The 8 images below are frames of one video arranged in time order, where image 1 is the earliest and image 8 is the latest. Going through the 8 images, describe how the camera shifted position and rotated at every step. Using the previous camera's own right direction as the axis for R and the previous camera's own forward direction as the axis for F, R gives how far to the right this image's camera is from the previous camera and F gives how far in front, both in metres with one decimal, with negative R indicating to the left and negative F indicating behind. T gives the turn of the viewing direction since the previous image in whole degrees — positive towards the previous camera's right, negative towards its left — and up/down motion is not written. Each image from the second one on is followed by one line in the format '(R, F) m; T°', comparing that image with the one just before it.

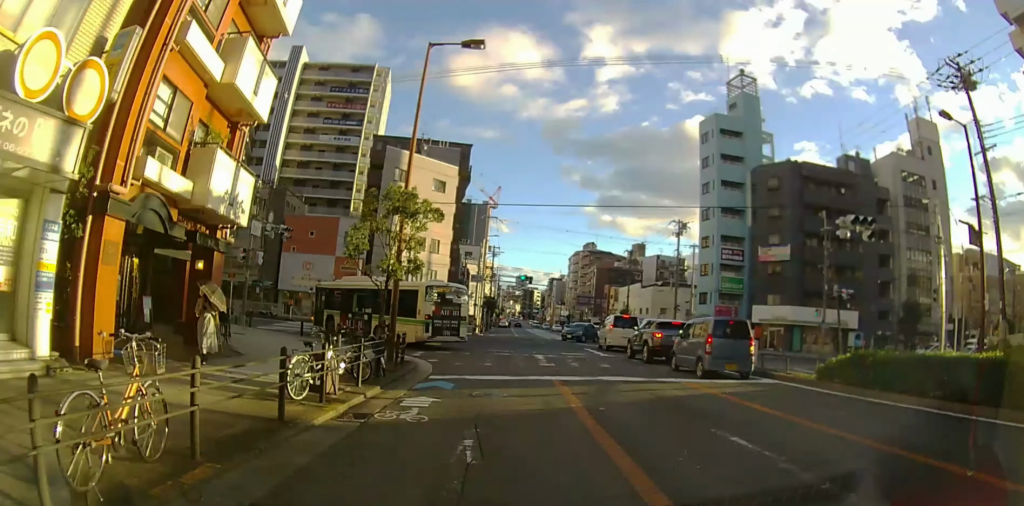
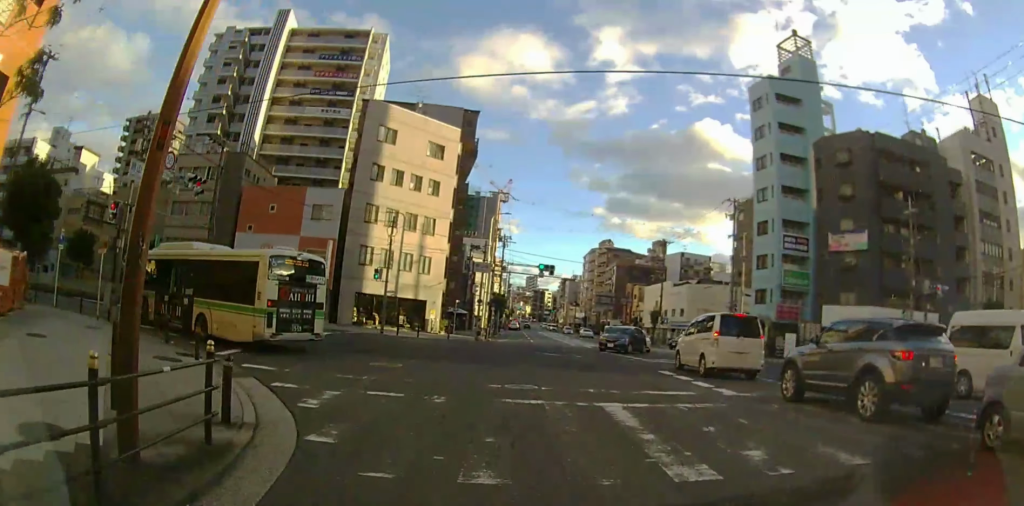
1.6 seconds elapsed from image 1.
(+0.1, +12.6) m; -2°
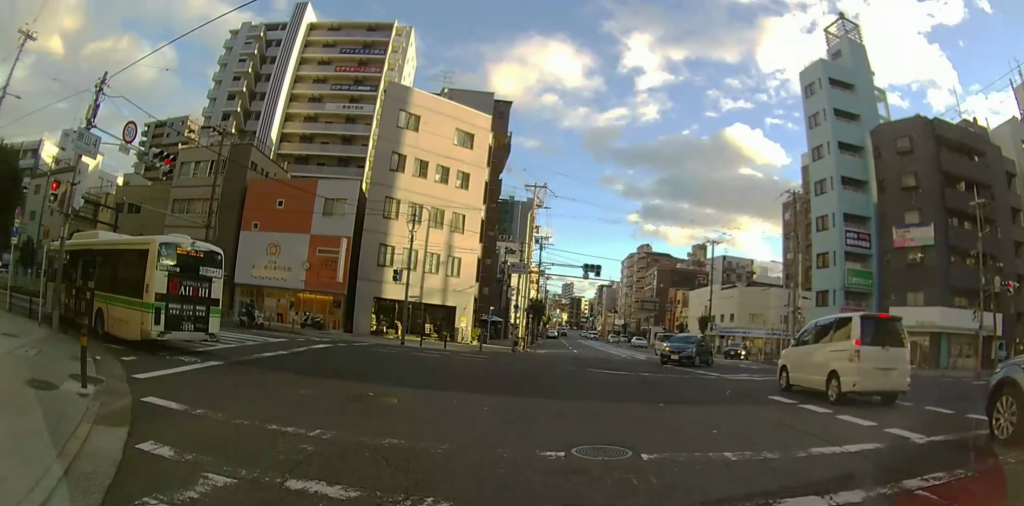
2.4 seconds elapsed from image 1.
(-0.1, +5.5) m; -5°
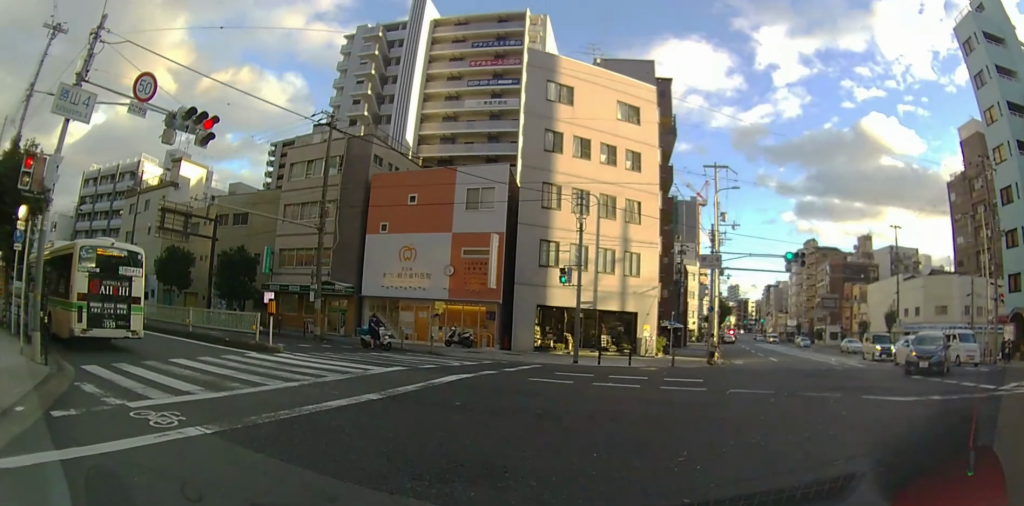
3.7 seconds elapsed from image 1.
(-0.8, +7.3) m; -21°
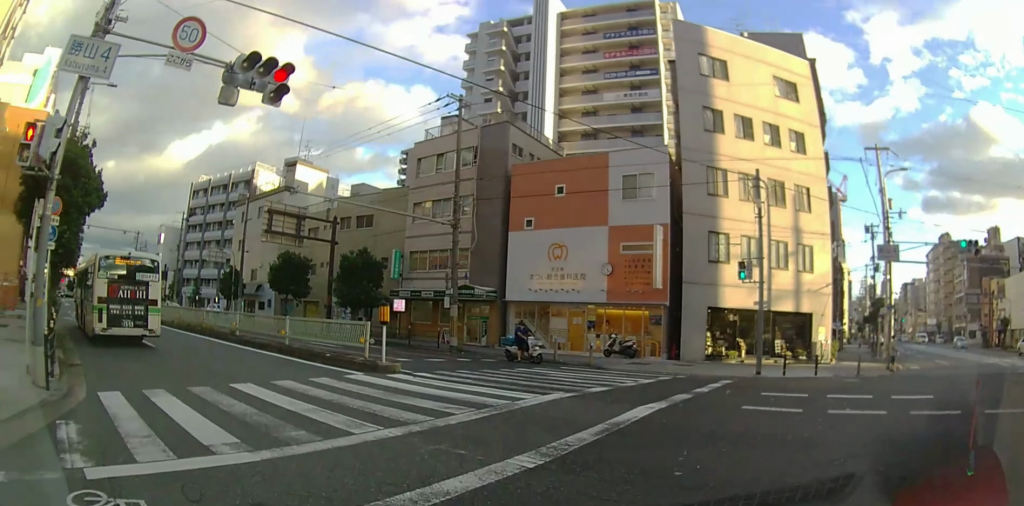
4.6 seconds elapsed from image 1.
(-0.7, +3.8) m; -16°
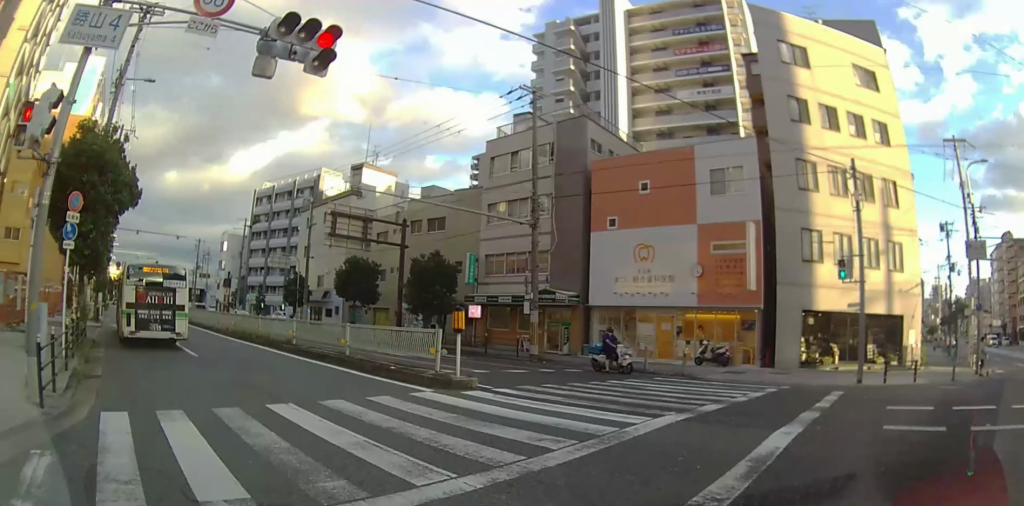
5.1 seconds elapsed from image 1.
(-0.2, +2.0) m; -7°
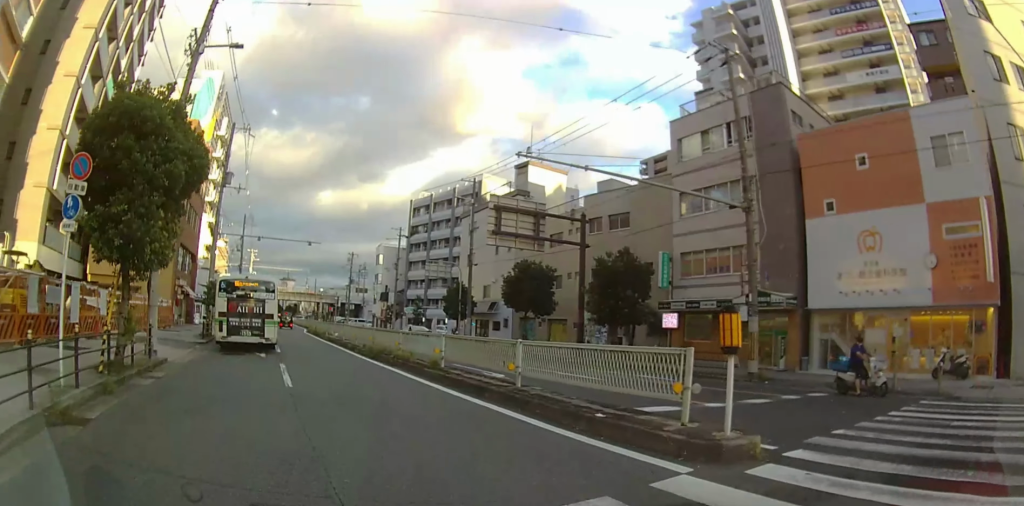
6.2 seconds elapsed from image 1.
(0.0, +4.1) m; -6°
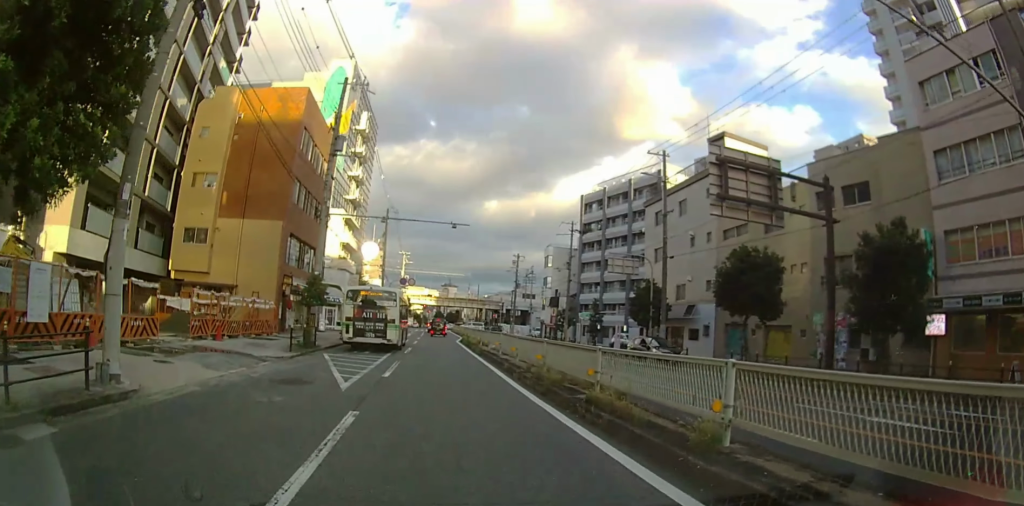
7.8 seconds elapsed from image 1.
(-1.6, +6.6) m; -25°
